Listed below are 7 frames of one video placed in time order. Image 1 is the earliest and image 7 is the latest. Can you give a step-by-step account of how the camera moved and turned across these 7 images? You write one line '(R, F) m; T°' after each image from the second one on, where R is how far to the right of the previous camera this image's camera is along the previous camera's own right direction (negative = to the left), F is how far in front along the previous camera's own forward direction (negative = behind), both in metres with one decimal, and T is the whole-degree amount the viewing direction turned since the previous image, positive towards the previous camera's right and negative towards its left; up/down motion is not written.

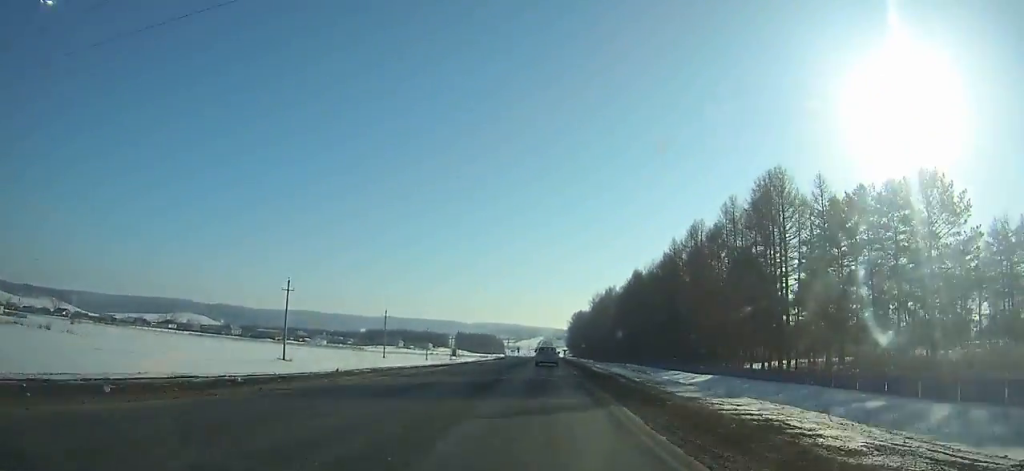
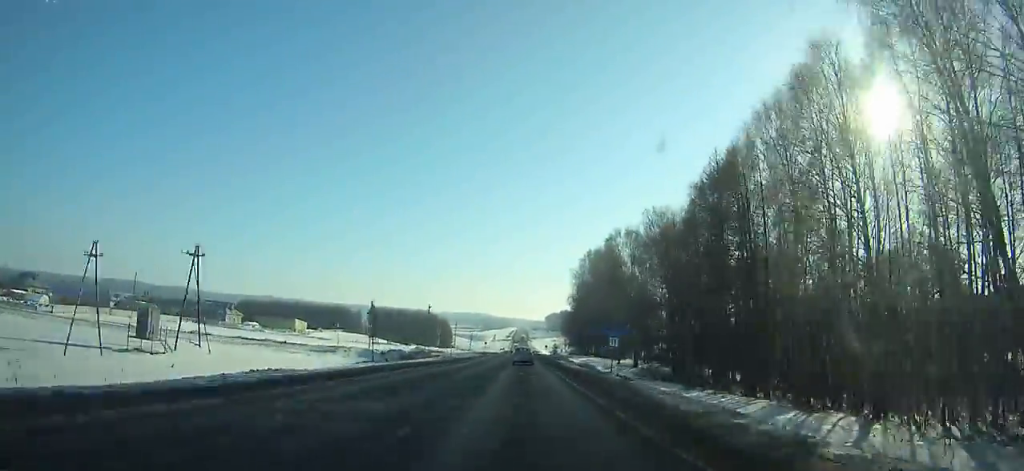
(+5.2, +167.3) m; +2°
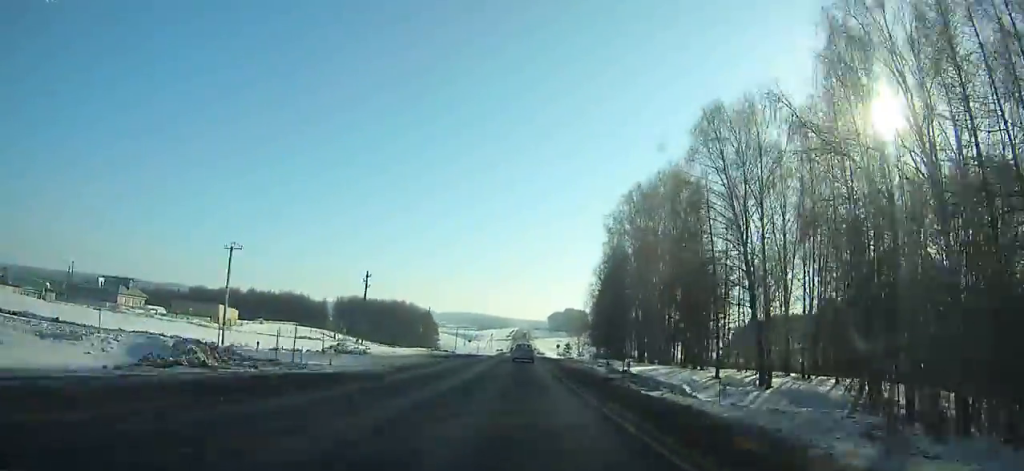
(0.0, +47.8) m; 0°
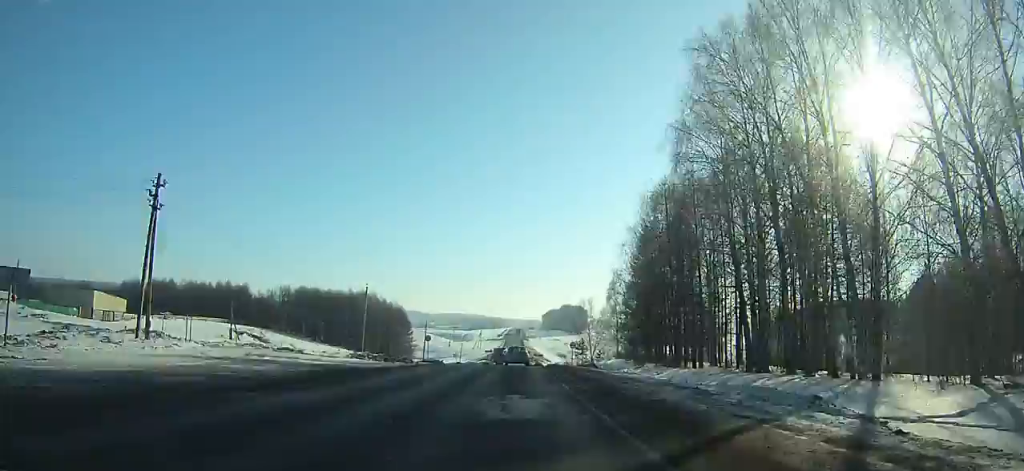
(0.0, +41.6) m; 0°
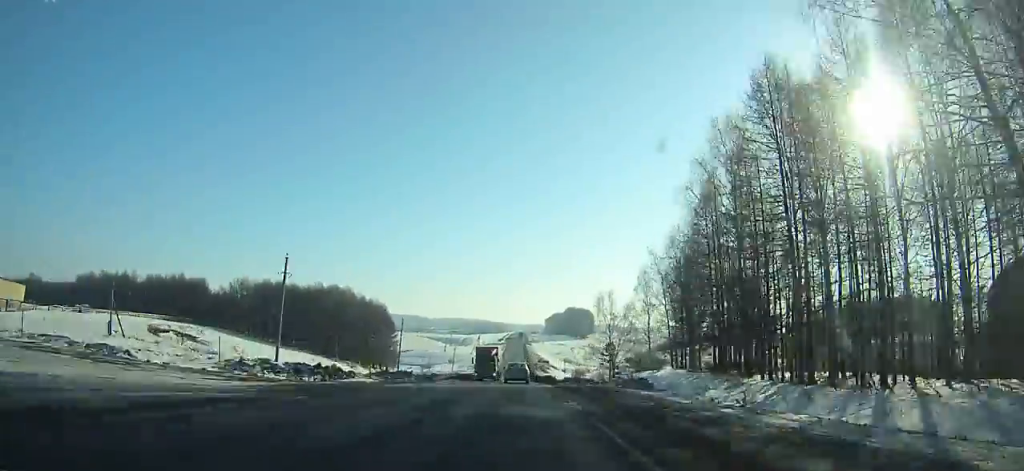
(0.0, +26.4) m; 0°
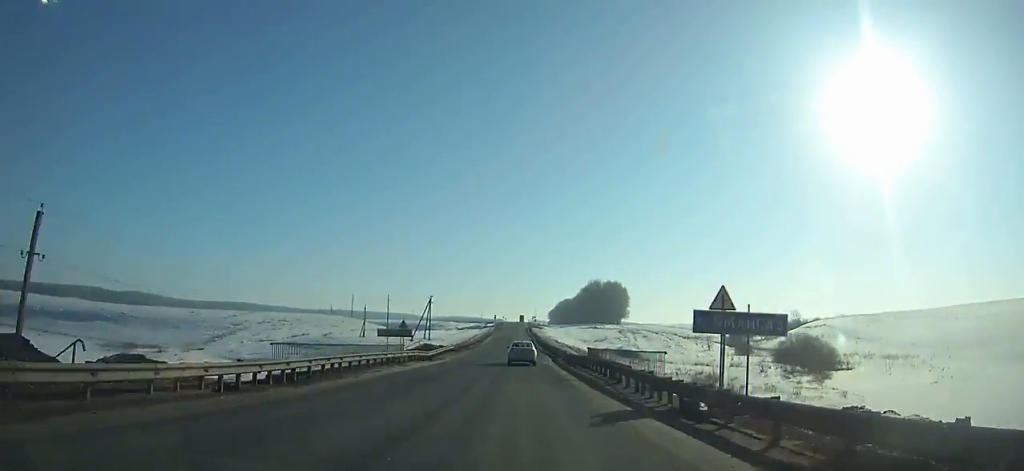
(-0.7, +140.9) m; -1°
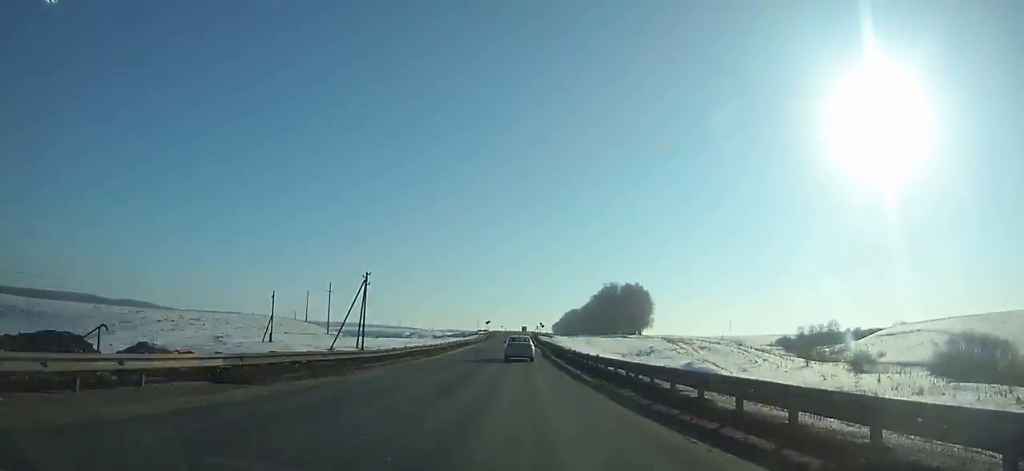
(0.0, +48.2) m; 0°
